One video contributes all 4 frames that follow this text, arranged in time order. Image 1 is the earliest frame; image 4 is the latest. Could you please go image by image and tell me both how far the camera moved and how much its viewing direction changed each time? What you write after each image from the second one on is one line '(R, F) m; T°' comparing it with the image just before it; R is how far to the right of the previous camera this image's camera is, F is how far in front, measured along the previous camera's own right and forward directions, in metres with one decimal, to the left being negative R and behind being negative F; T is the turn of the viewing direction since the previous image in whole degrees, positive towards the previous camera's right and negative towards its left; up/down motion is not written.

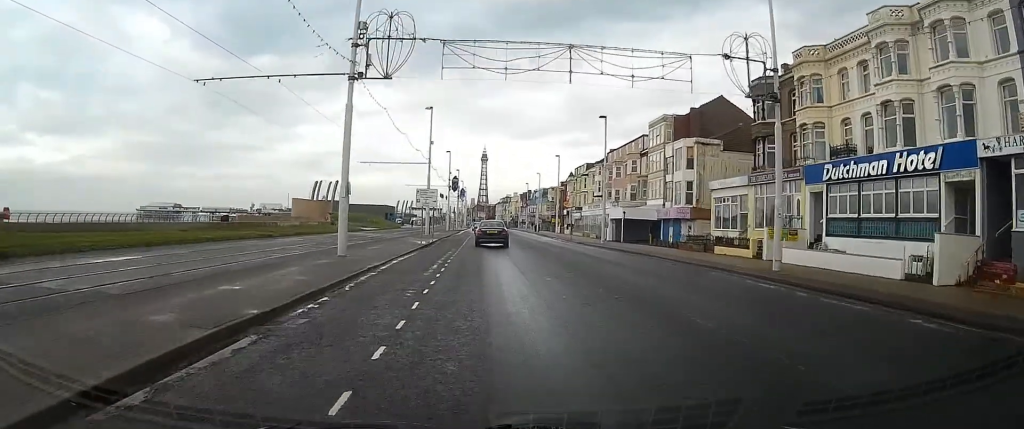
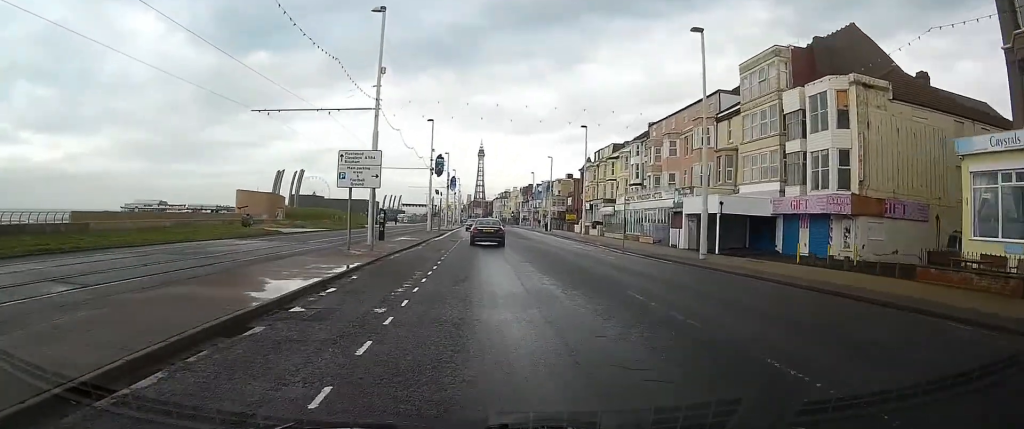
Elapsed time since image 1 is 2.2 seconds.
(+0.2, +27.2) m; +1°
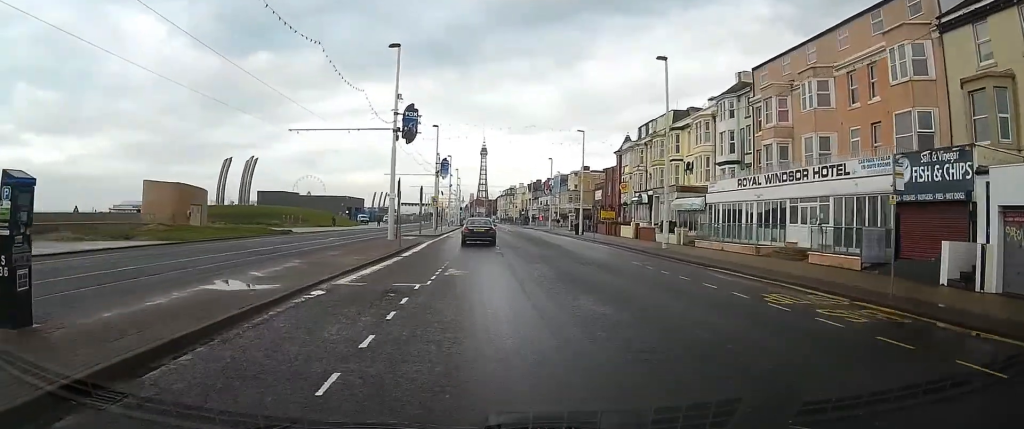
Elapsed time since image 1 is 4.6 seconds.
(-0.1, +28.5) m; -1°
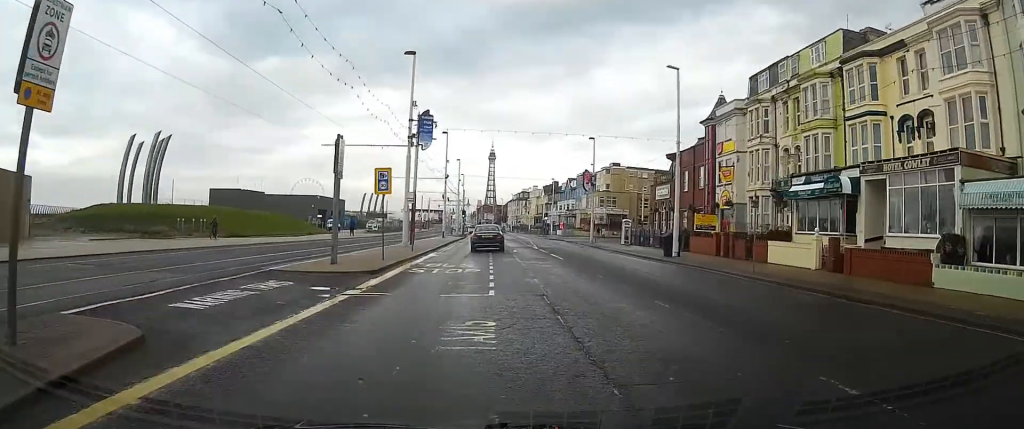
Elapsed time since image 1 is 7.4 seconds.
(+0.3, +31.5) m; 0°
